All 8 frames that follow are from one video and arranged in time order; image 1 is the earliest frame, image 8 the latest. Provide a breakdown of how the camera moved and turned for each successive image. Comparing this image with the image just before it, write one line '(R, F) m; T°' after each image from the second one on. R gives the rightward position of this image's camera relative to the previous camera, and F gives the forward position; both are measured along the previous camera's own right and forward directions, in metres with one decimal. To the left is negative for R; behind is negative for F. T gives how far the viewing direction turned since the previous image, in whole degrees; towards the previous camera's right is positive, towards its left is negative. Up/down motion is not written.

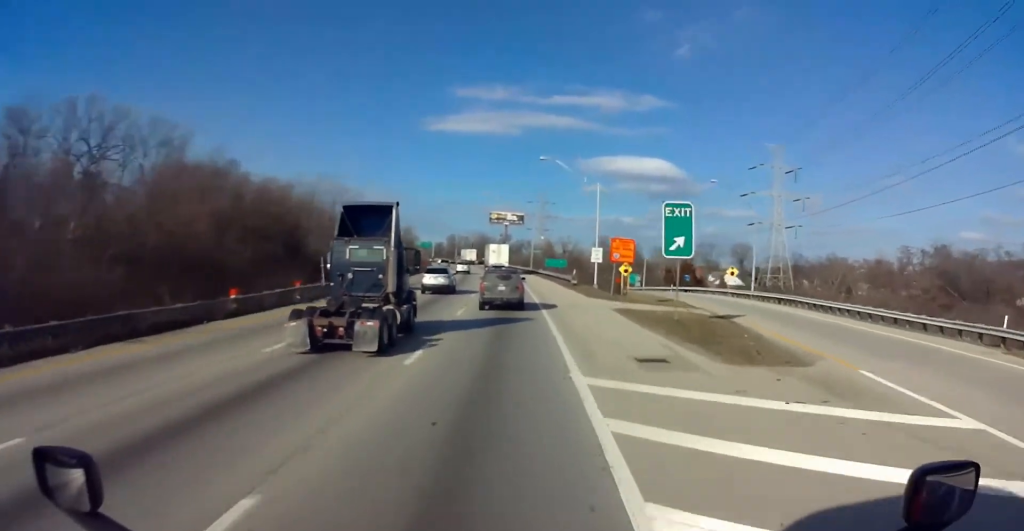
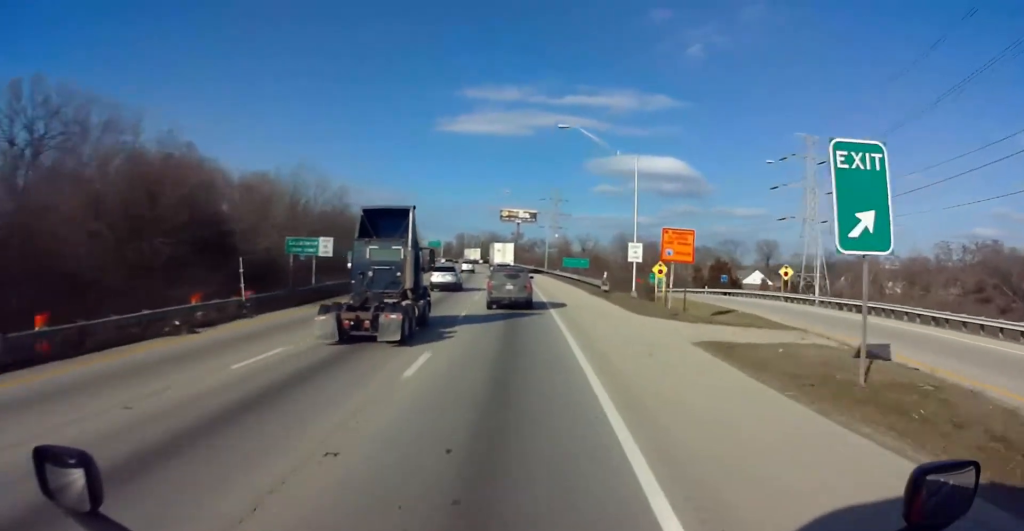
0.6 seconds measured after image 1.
(-0.1, +14.6) m; 0°
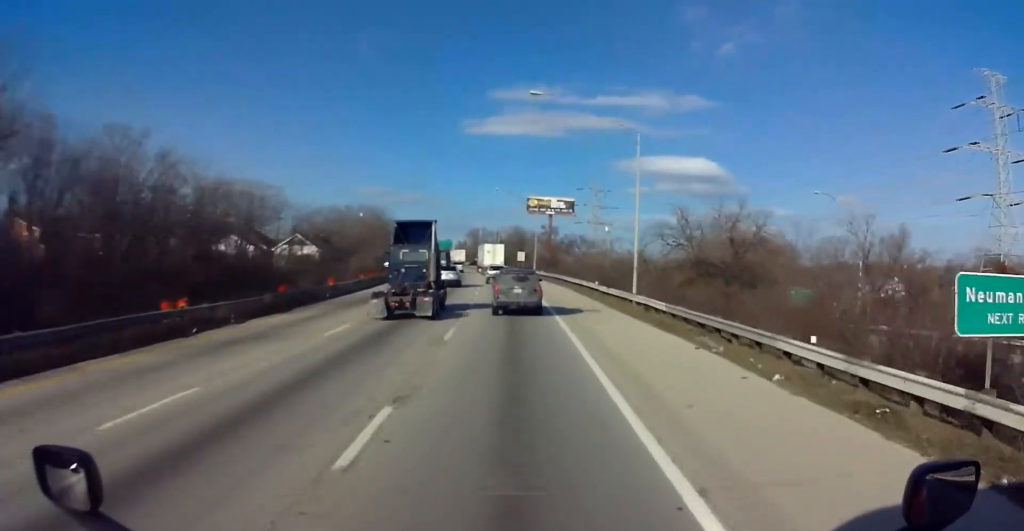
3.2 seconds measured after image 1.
(-5.3, +65.9) m; -7°
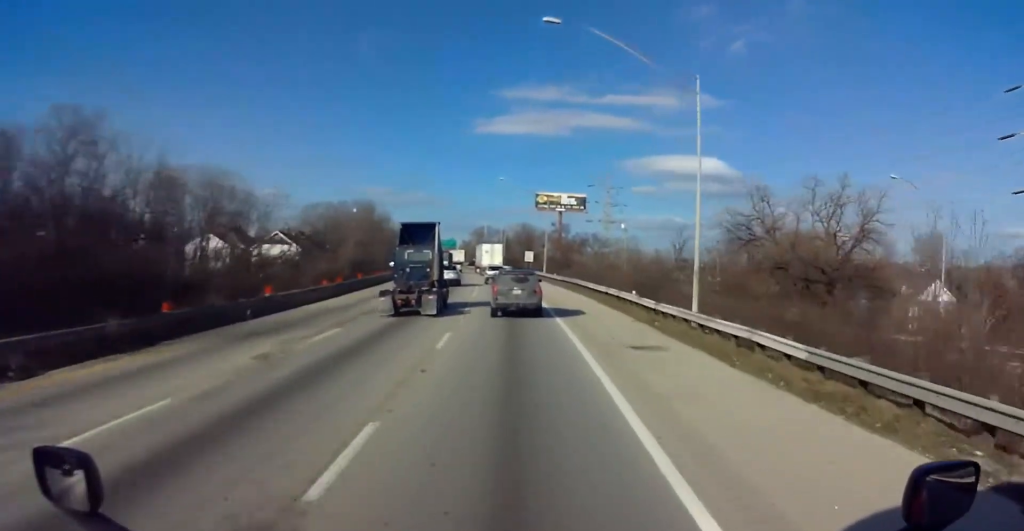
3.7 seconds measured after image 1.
(0.0, +13.0) m; 0°
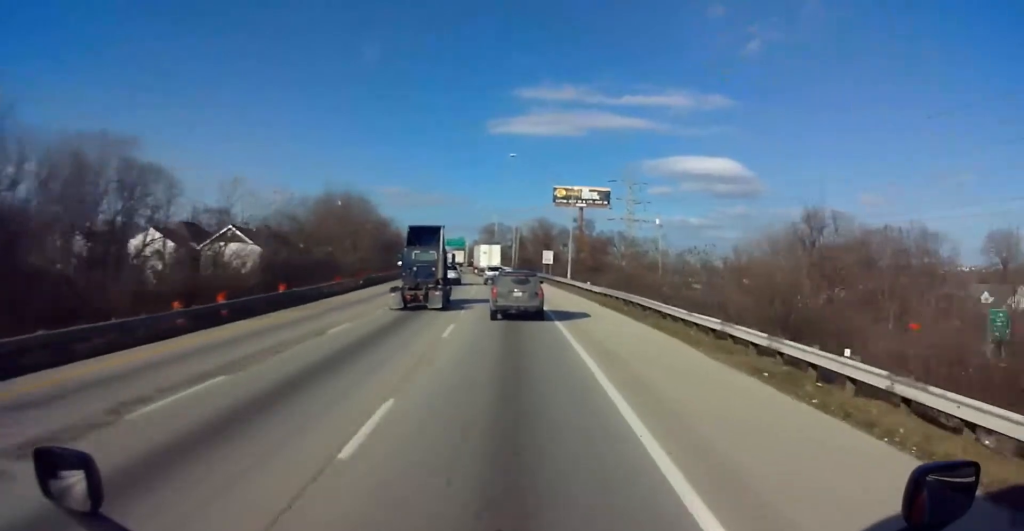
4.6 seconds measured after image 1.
(0.0, +21.9) m; -1°
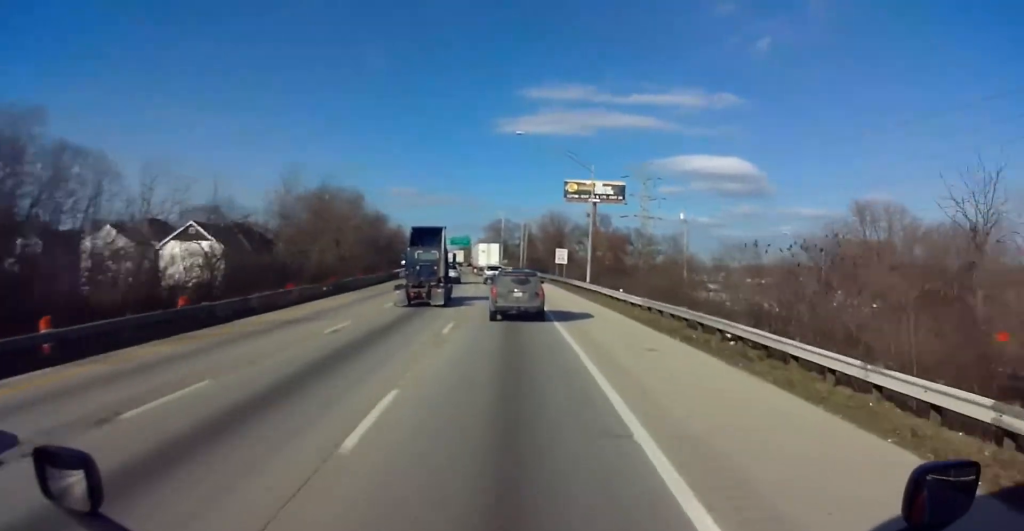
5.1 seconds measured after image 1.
(+0.1, +12.2) m; -2°
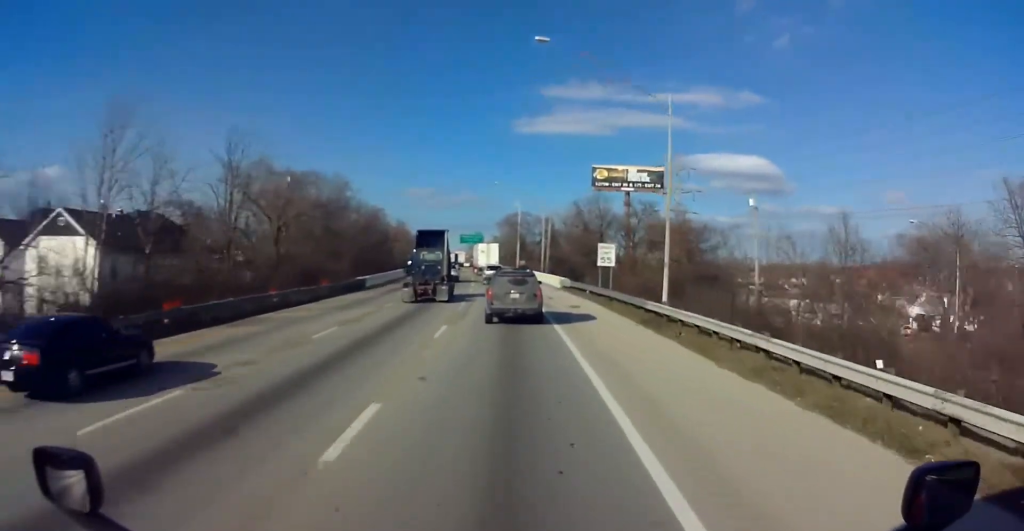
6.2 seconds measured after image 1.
(-1.1, +25.1) m; -4°
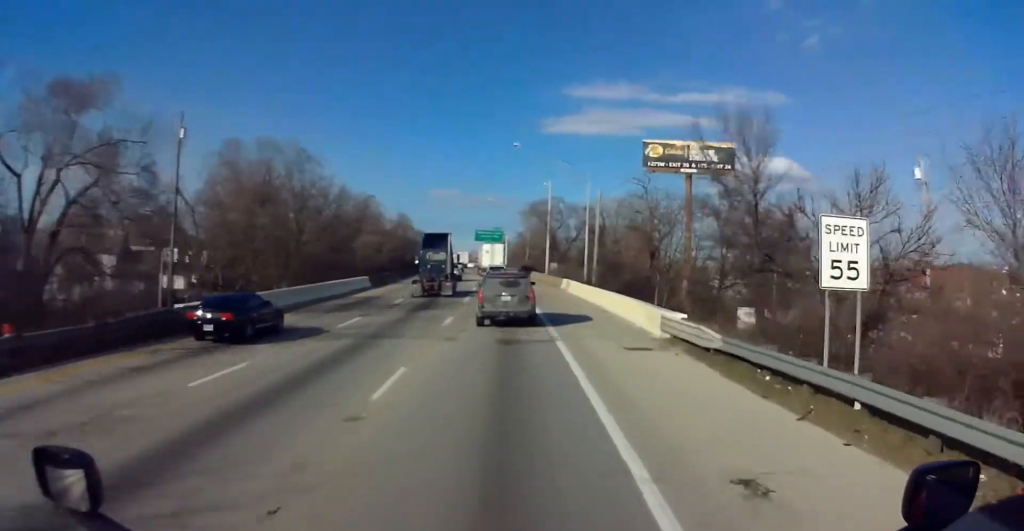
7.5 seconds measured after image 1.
(-0.7, +32.6) m; -1°
